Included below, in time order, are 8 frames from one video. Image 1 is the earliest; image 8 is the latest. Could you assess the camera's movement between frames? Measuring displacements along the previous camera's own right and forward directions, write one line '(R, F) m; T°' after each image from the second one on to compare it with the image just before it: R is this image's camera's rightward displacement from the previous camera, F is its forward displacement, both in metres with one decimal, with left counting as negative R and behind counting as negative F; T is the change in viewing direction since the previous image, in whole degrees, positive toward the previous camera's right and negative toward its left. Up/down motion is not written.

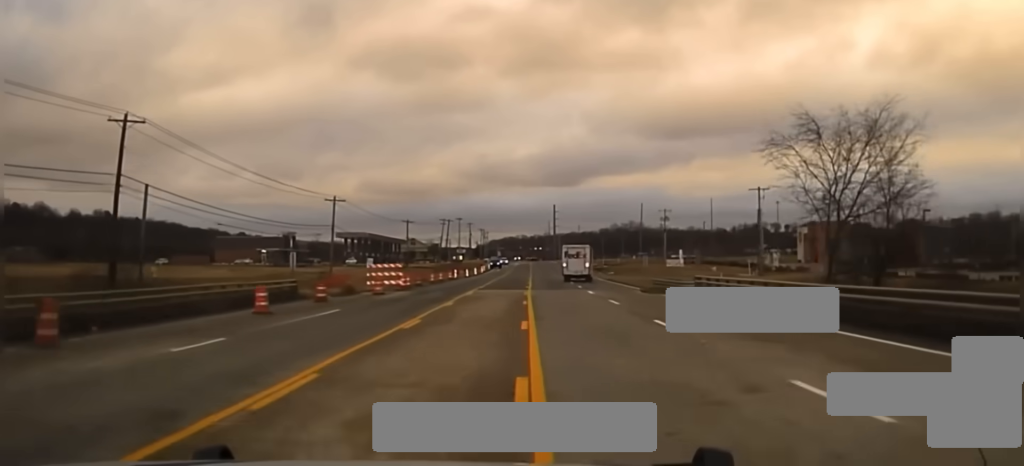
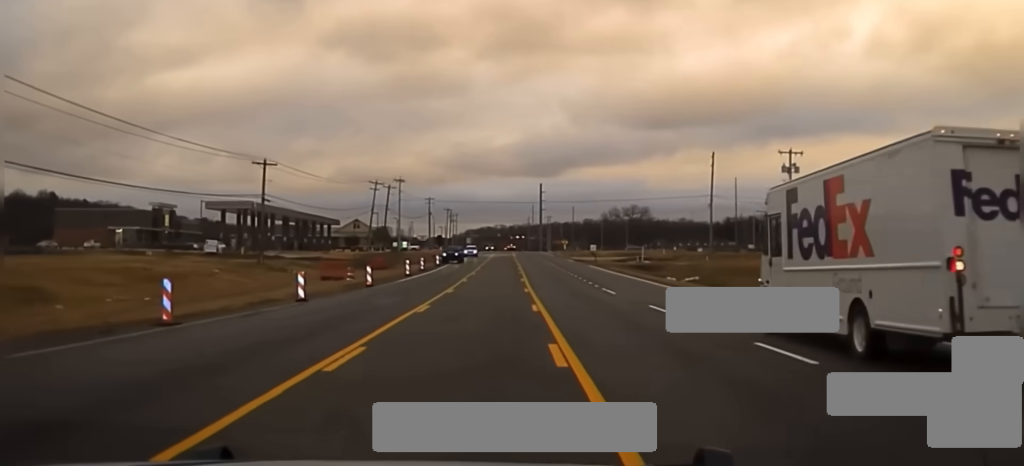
(+0.5, +94.6) m; +1°
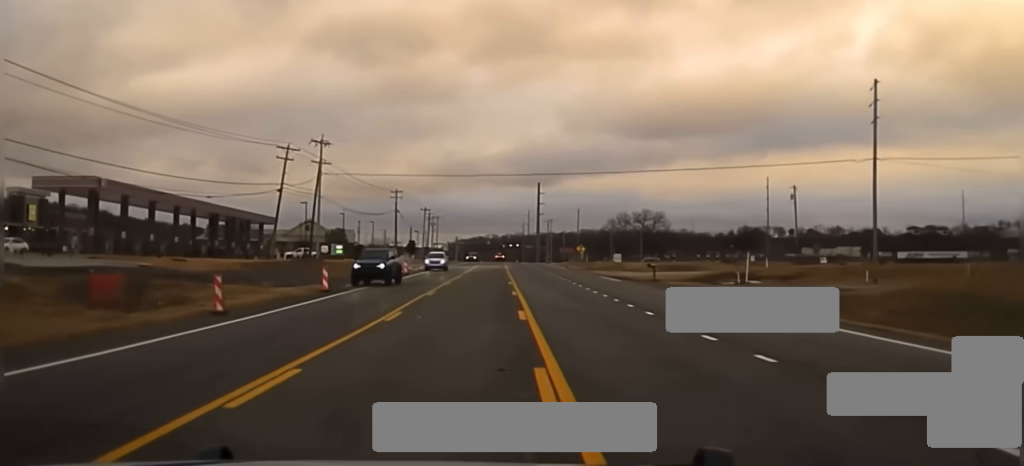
(+0.2, +53.2) m; 0°
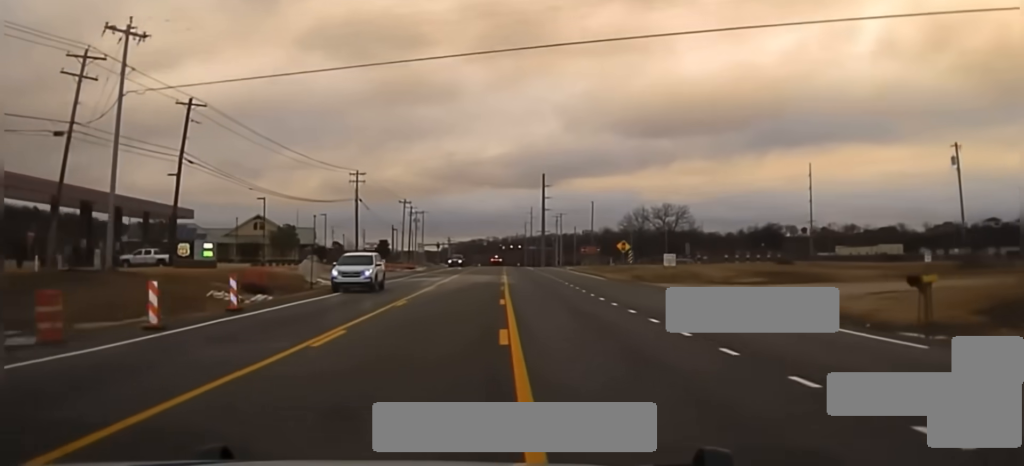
(0.0, +40.0) m; 0°
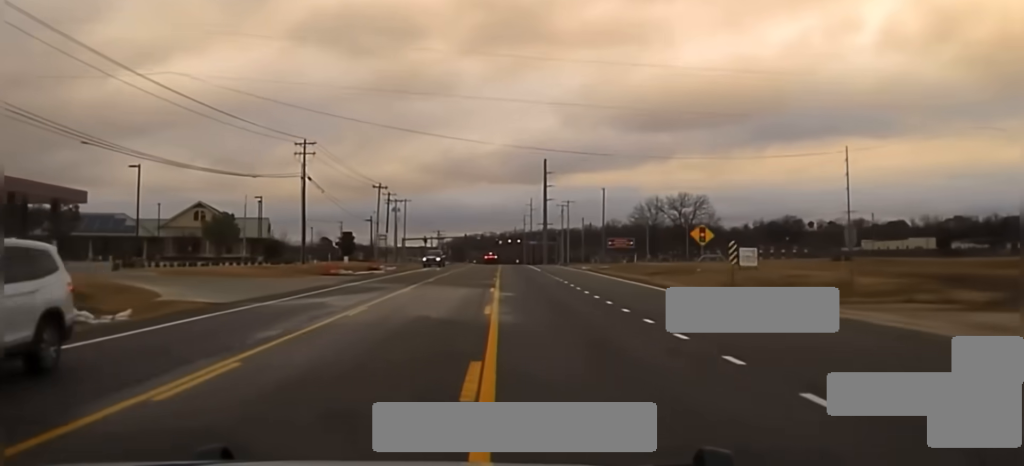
(0.0, +27.2) m; 0°
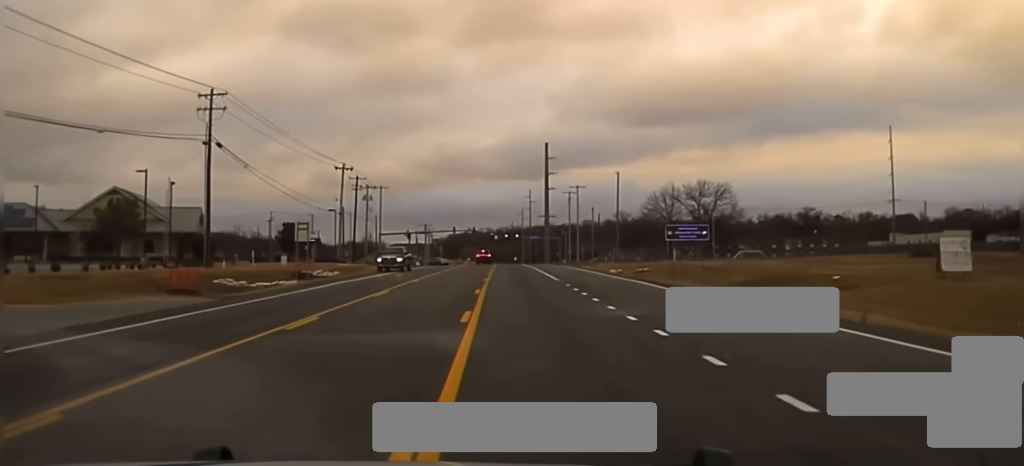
(+0.1, +25.2) m; +1°
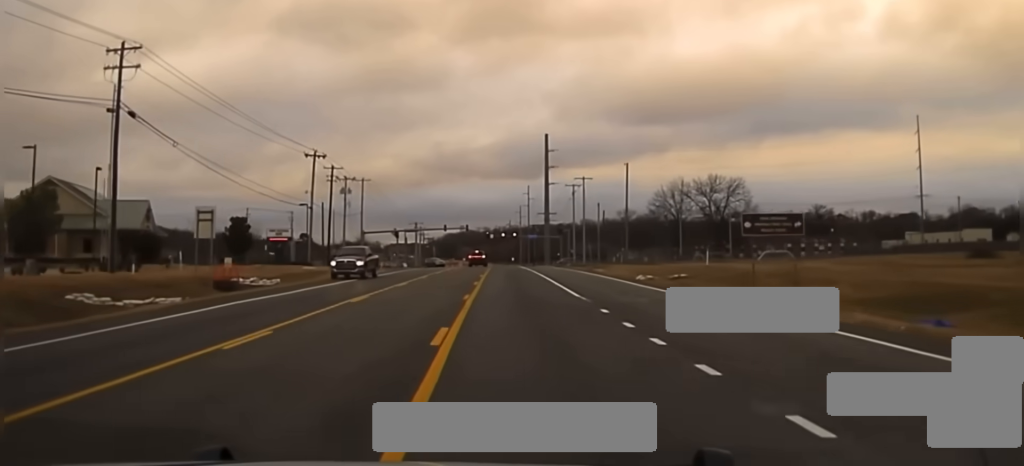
(+0.1, +15.6) m; 0°
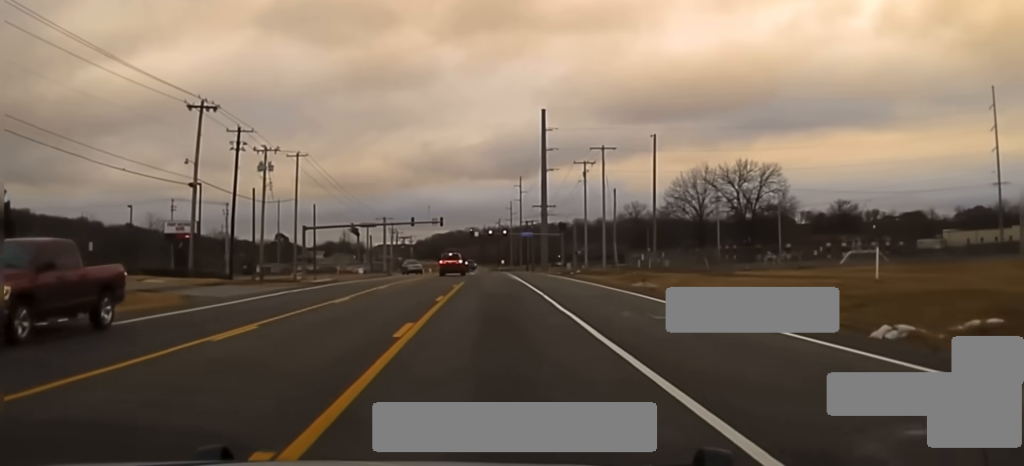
(+0.1, +34.5) m; 0°
